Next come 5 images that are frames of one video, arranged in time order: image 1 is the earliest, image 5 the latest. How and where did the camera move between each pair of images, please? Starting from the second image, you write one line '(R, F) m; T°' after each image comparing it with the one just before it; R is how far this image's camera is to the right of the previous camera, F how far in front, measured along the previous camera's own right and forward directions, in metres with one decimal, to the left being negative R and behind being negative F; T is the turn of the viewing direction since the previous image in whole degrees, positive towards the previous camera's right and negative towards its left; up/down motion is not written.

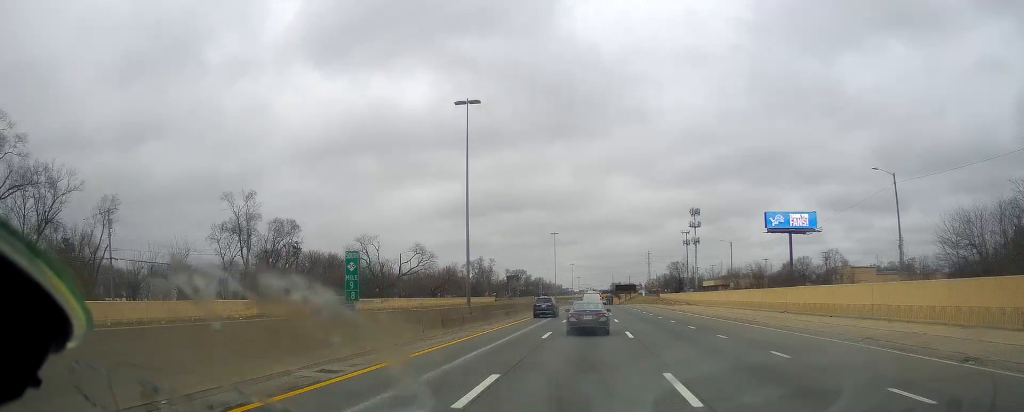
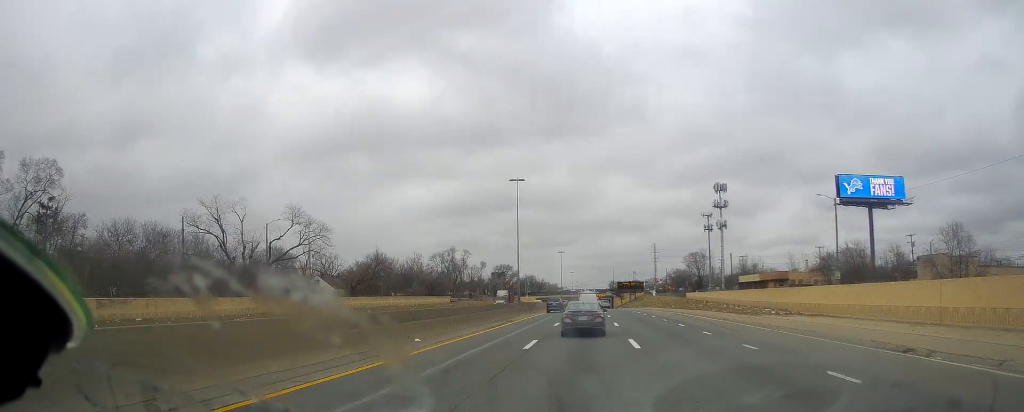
(+1.0, +51.0) m; 0°
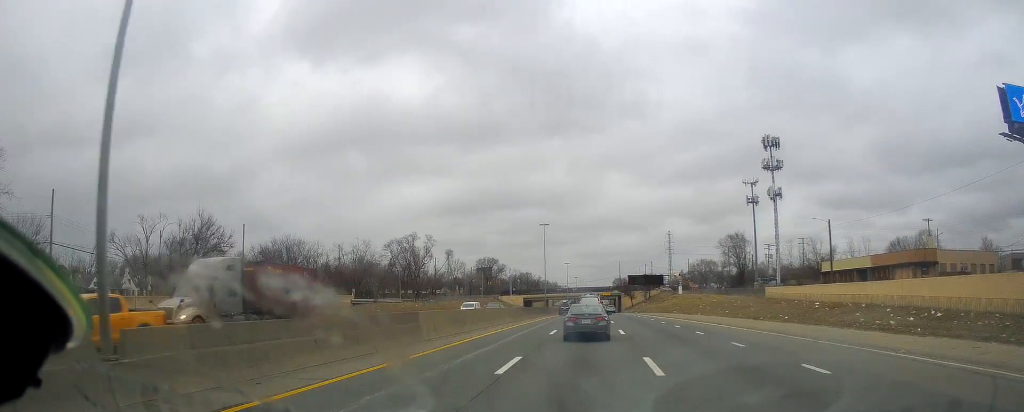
(0.0, +52.1) m; +1°
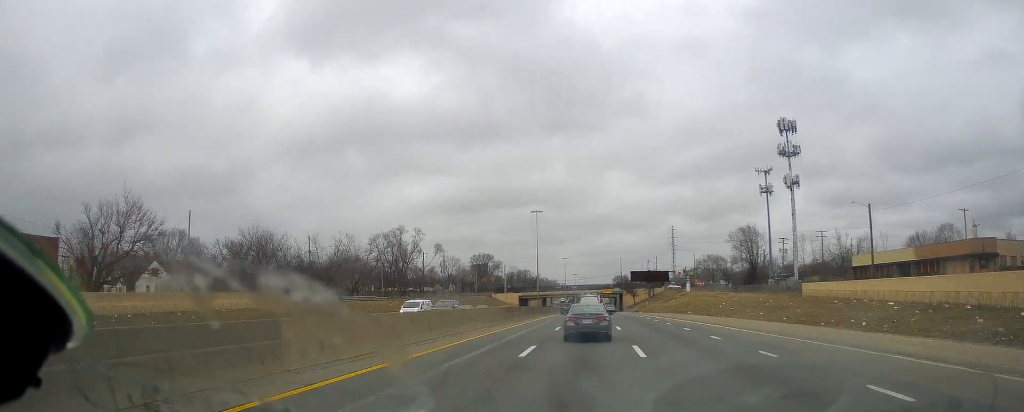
(0.0, +11.4) m; 0°
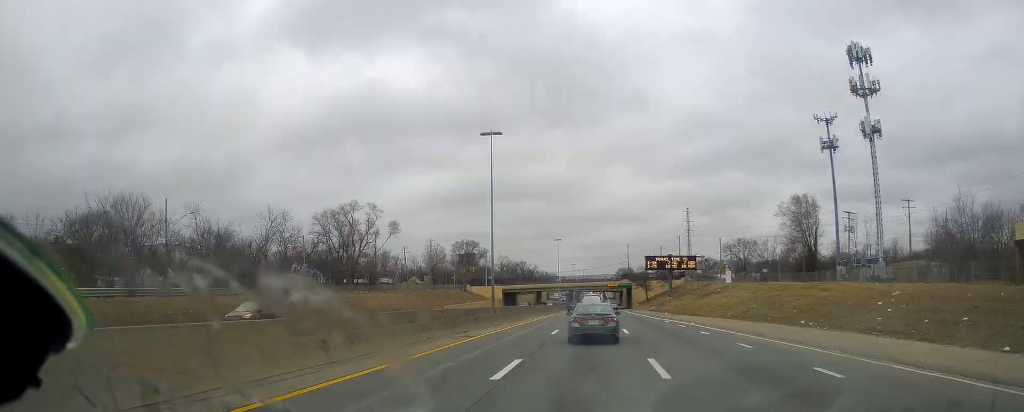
(-0.6, +35.1) m; -1°
